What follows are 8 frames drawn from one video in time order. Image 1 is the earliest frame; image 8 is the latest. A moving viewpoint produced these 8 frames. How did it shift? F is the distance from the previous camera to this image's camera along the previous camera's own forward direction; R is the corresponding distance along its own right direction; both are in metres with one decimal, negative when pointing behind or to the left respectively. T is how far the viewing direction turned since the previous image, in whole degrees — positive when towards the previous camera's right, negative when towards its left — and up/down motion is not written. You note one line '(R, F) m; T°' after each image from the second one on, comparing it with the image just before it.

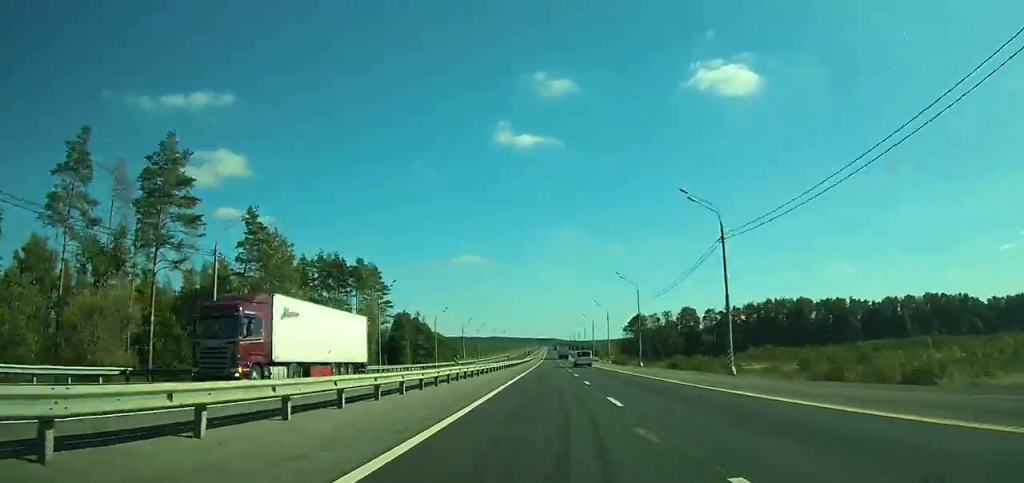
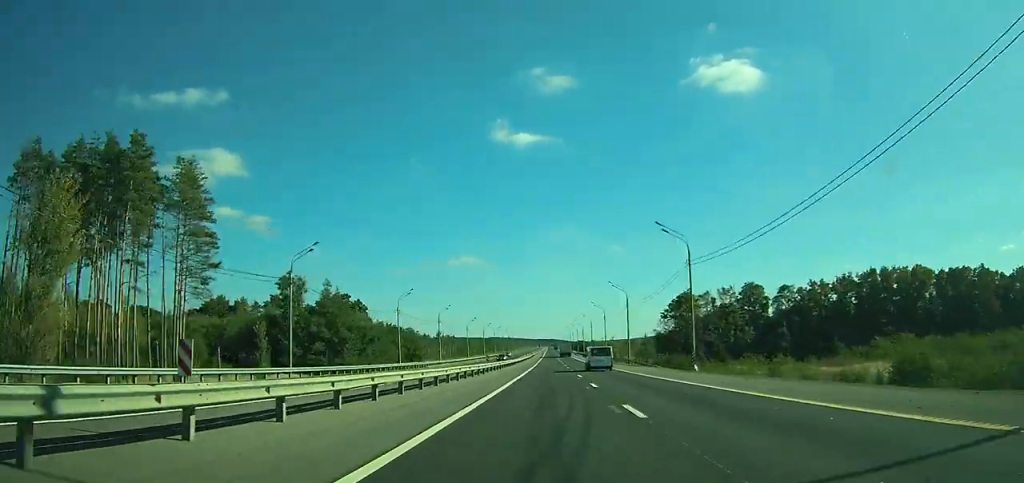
(0.0, +65.1) m; 0°
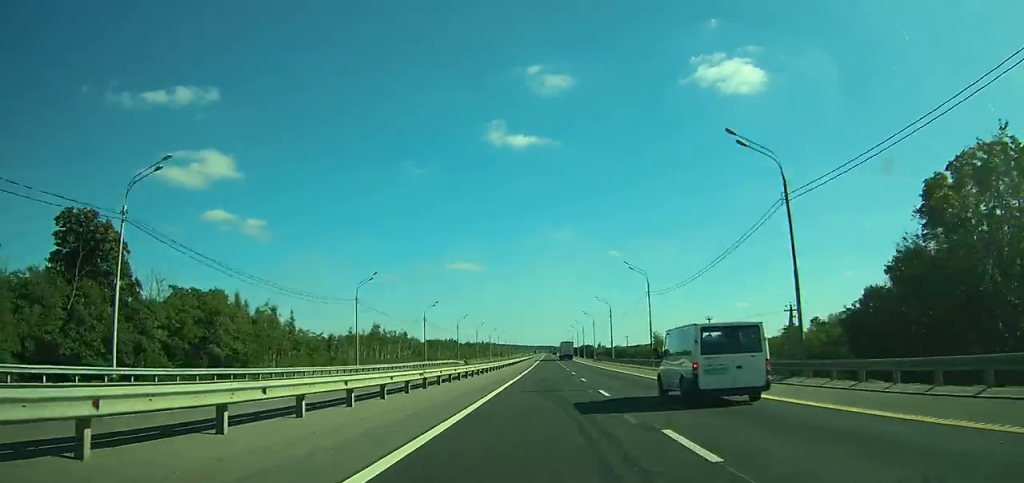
(-0.3, +90.6) m; 0°
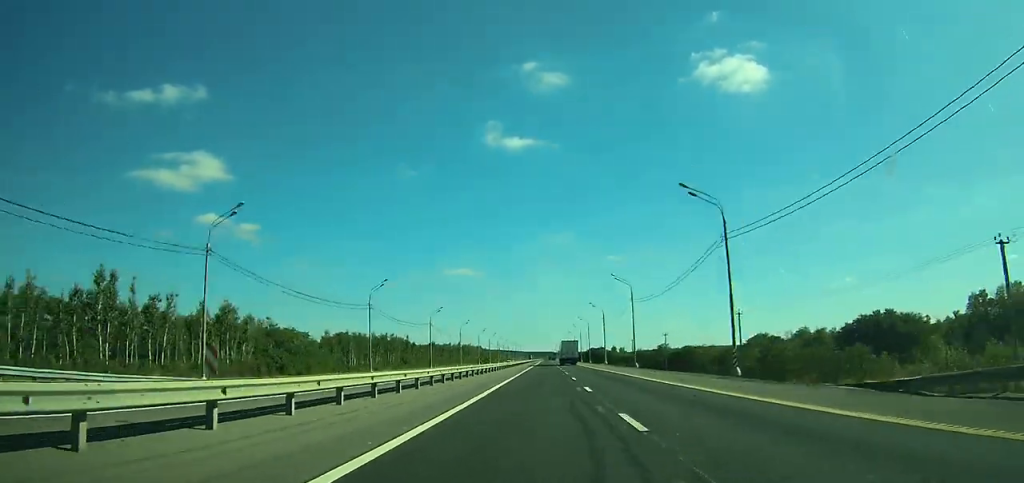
(+0.3, +103.6) m; 0°
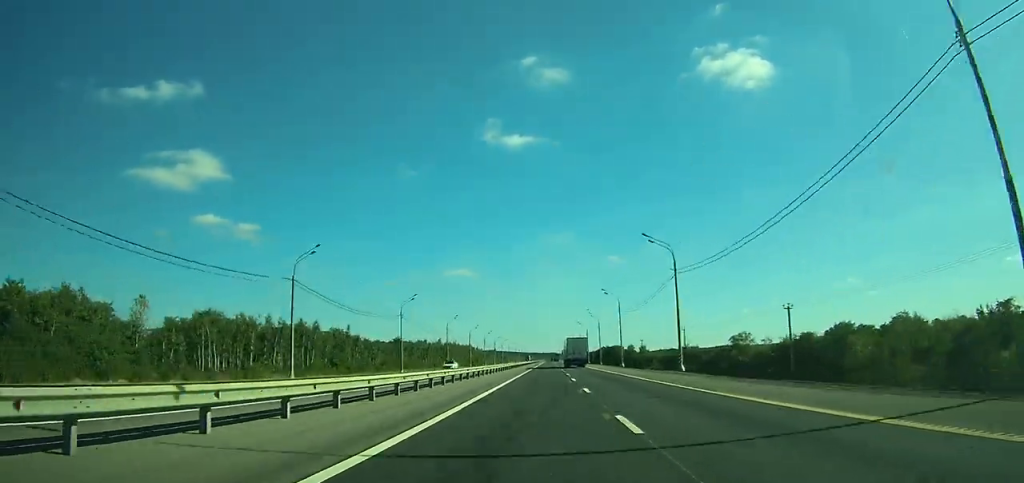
(+0.2, +58.3) m; 0°
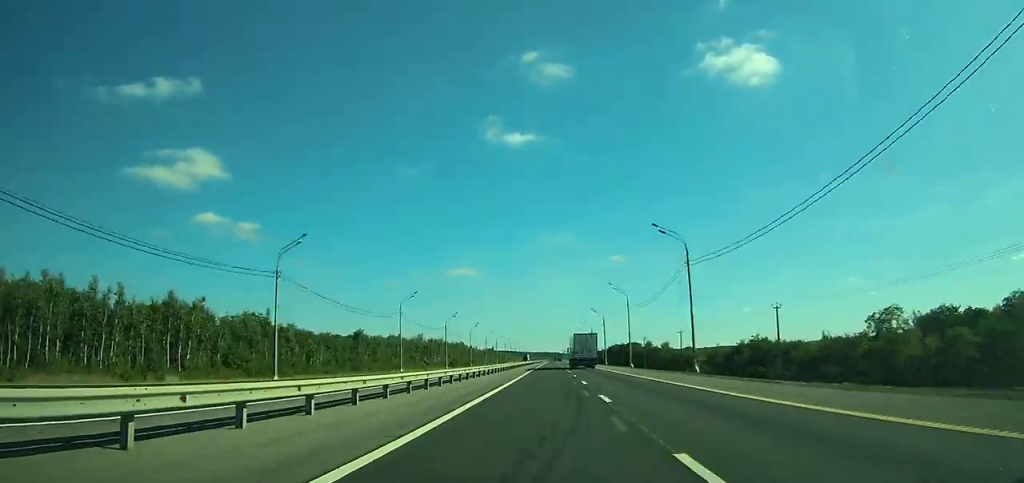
(0.0, +40.0) m; 0°
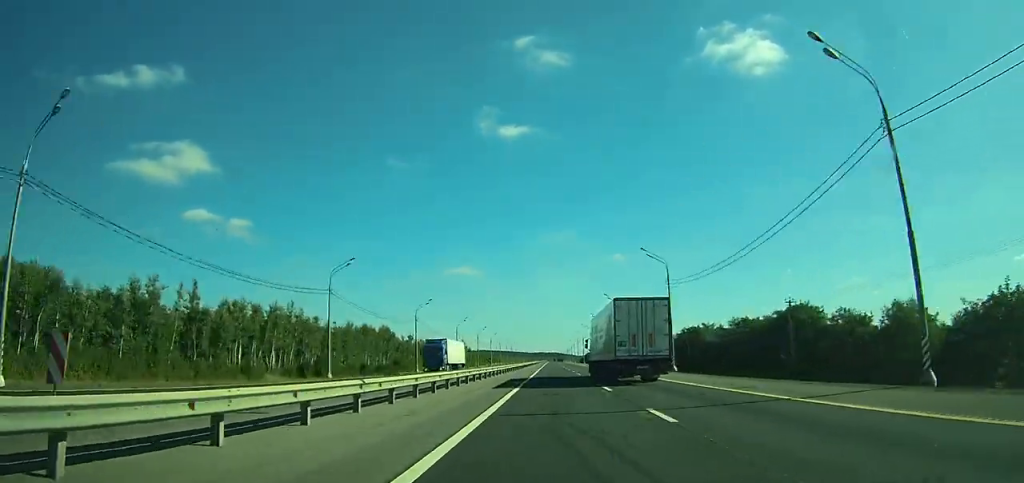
(-0.3, +136.9) m; 0°
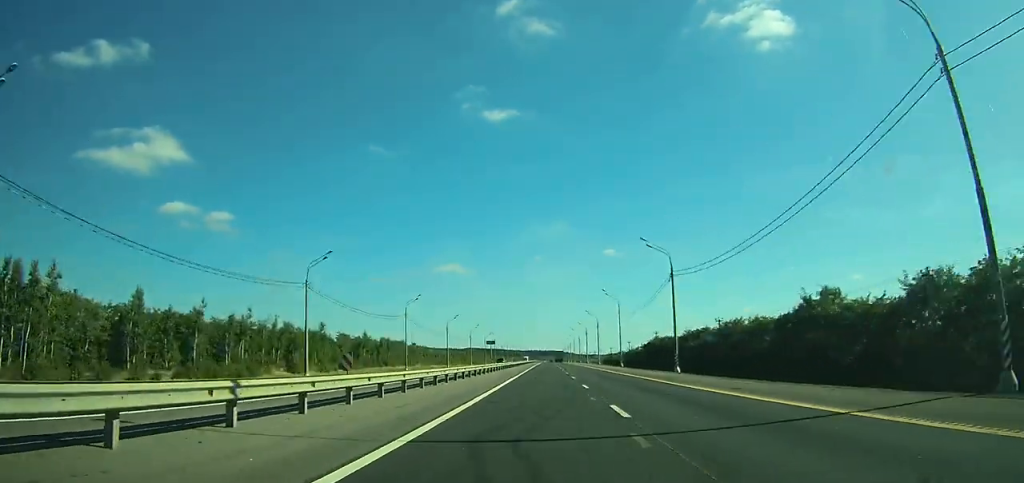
(+7.6, +268.1) m; -1°
